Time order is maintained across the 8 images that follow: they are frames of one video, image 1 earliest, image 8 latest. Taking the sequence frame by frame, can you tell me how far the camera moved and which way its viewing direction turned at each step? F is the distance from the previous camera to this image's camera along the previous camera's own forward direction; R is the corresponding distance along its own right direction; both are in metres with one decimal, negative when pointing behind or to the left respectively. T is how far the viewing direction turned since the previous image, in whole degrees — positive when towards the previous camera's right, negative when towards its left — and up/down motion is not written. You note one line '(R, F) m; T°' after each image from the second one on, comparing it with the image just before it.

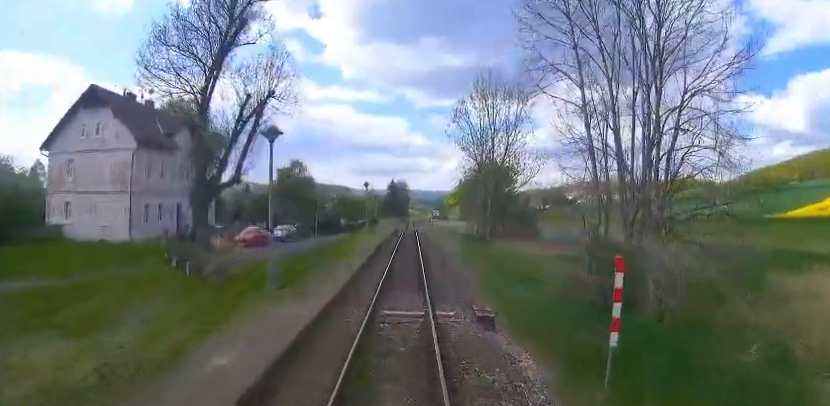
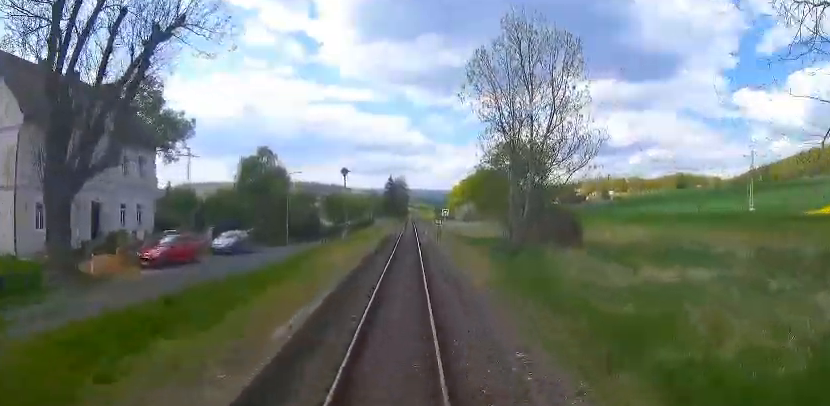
(0.0, +11.7) m; -1°
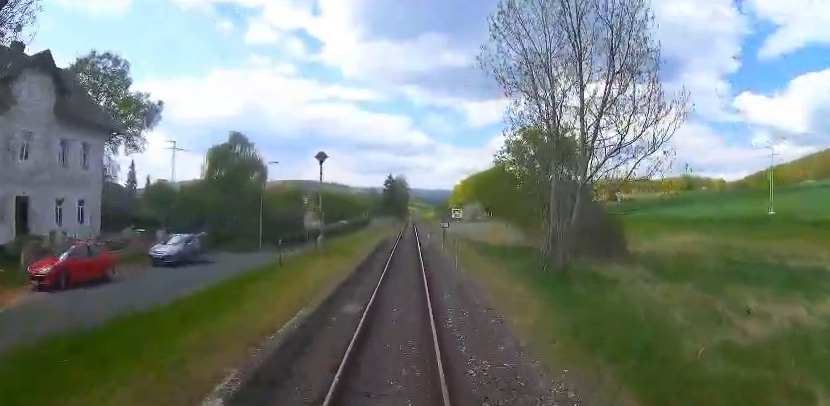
(-0.1, +6.9) m; -1°
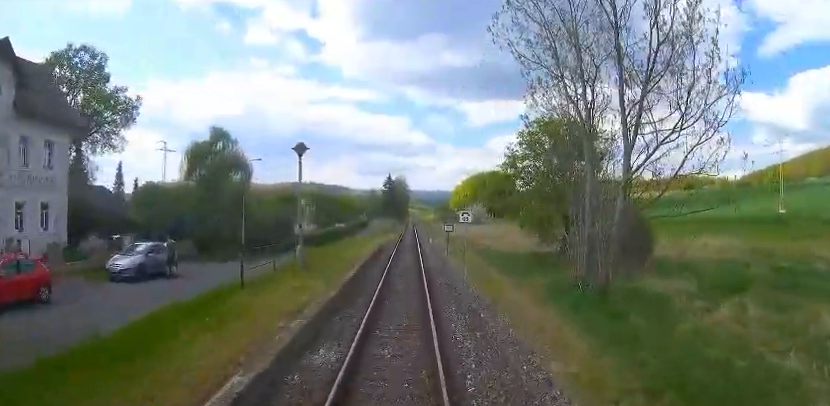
(0.0, +3.4) m; -1°
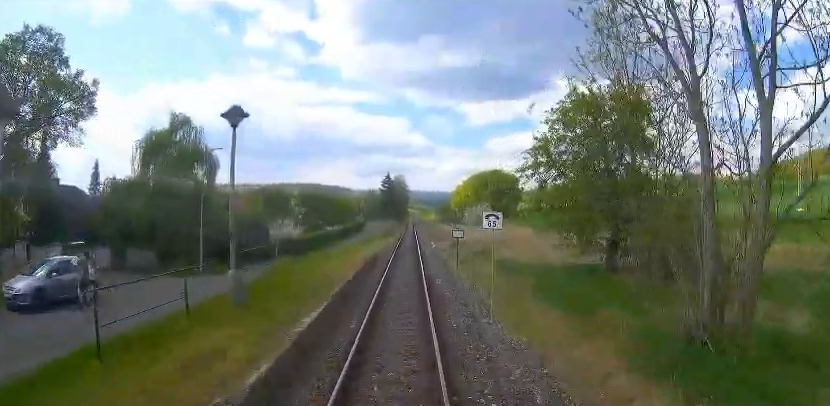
(0.0, +5.7) m; -2°
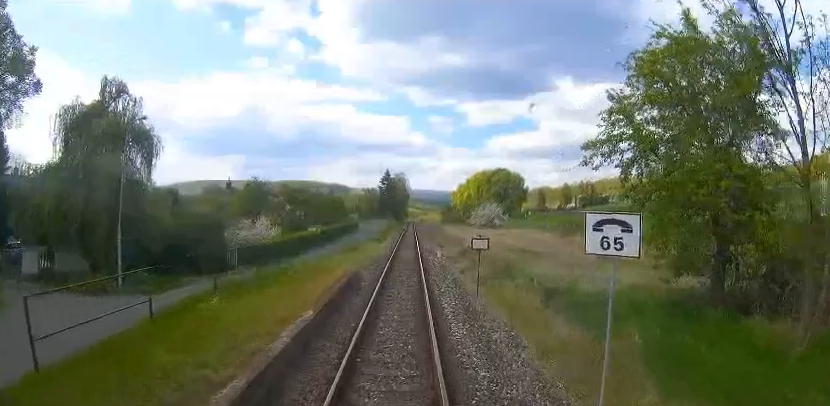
(-0.2, +6.9) m; +2°
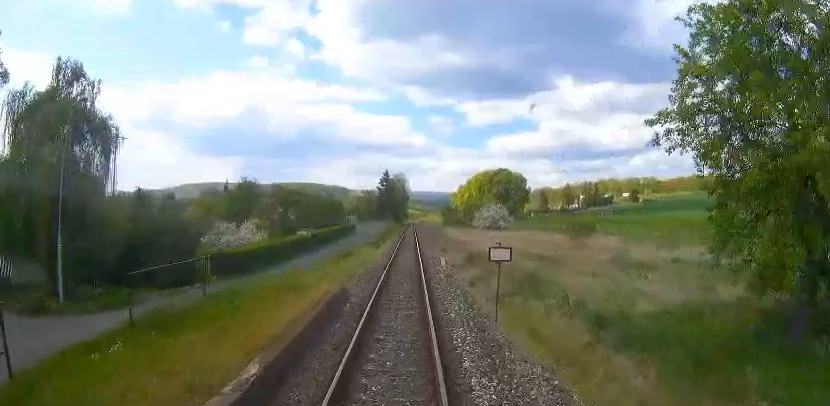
(+0.1, +3.4) m; +1°
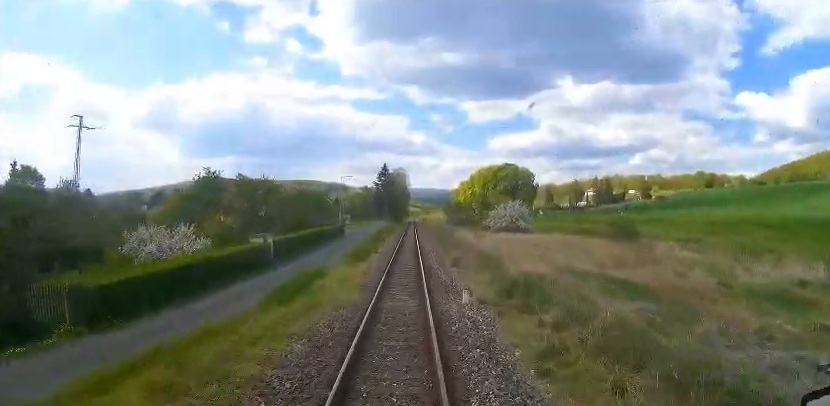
(+0.1, +9.7) m; +1°
